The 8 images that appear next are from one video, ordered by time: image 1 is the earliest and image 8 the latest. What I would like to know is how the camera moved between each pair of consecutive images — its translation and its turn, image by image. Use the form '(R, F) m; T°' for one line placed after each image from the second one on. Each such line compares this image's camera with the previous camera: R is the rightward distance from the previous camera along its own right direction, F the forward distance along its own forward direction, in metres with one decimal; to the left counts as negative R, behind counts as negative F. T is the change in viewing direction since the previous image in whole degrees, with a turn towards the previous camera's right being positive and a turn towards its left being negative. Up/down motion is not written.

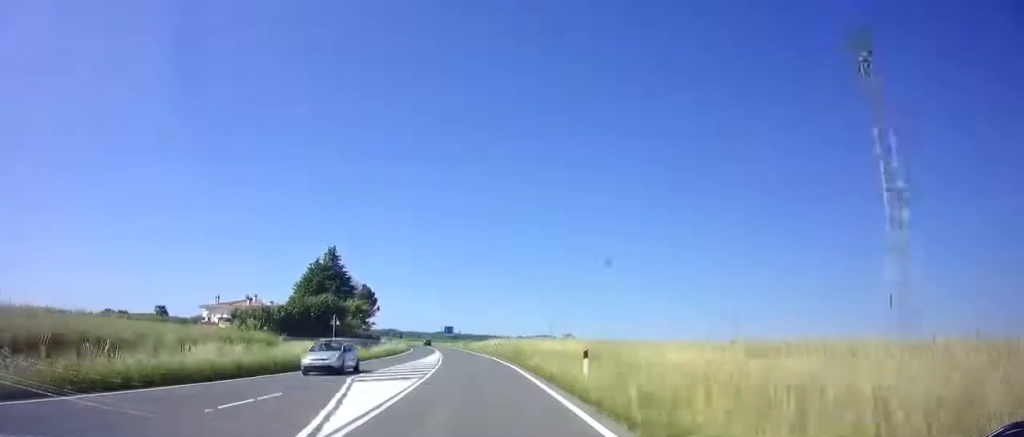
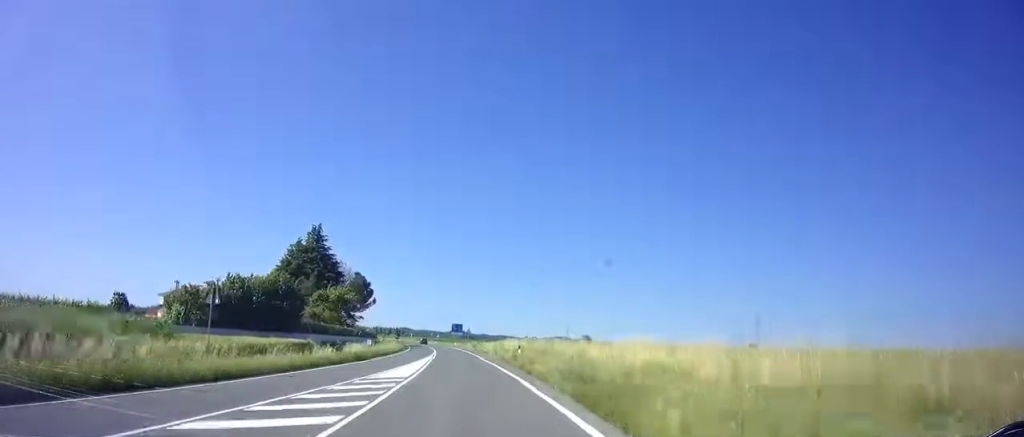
(-0.4, +17.4) m; -2°
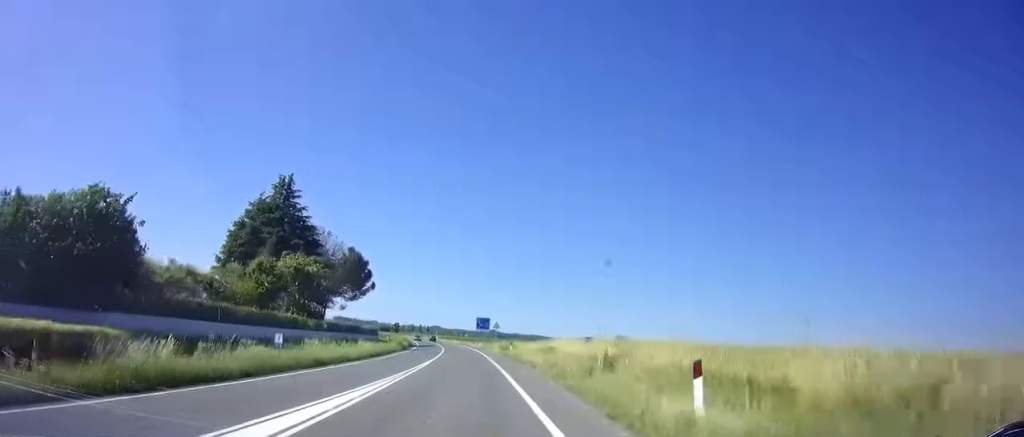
(-0.7, +25.6) m; -3°
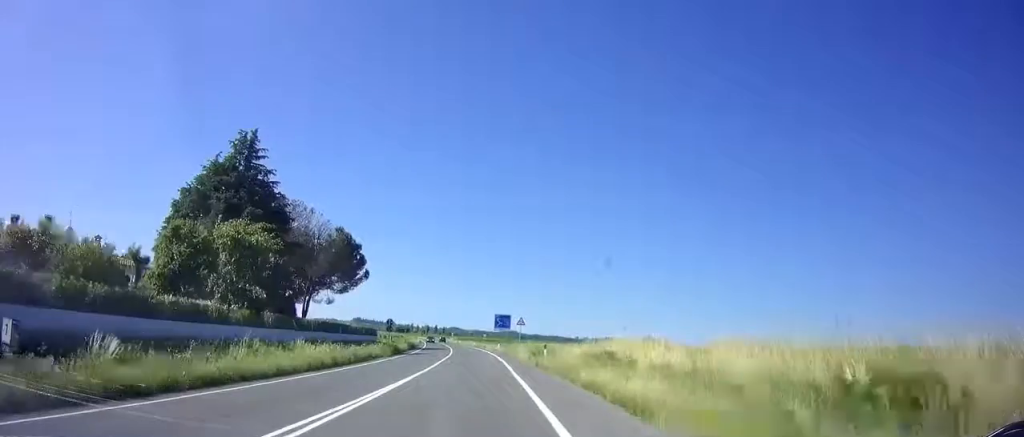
(-0.2, +14.6) m; -1°
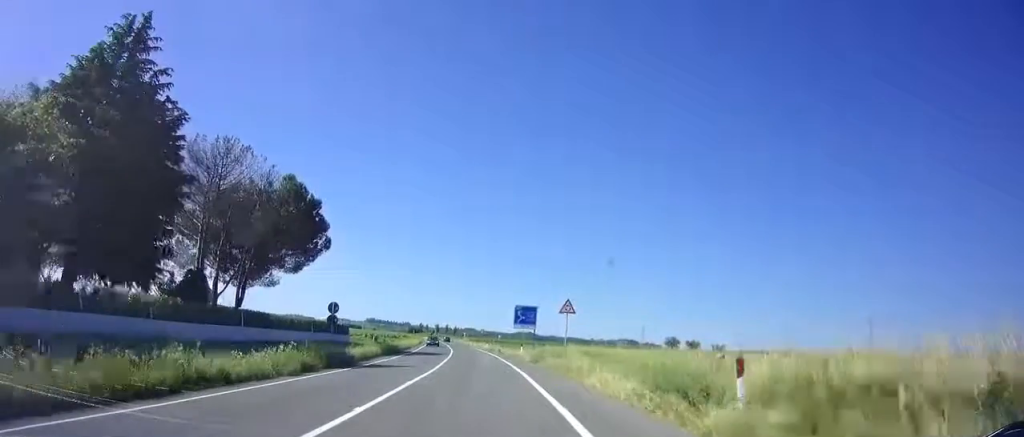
(-0.2, +20.2) m; -2°
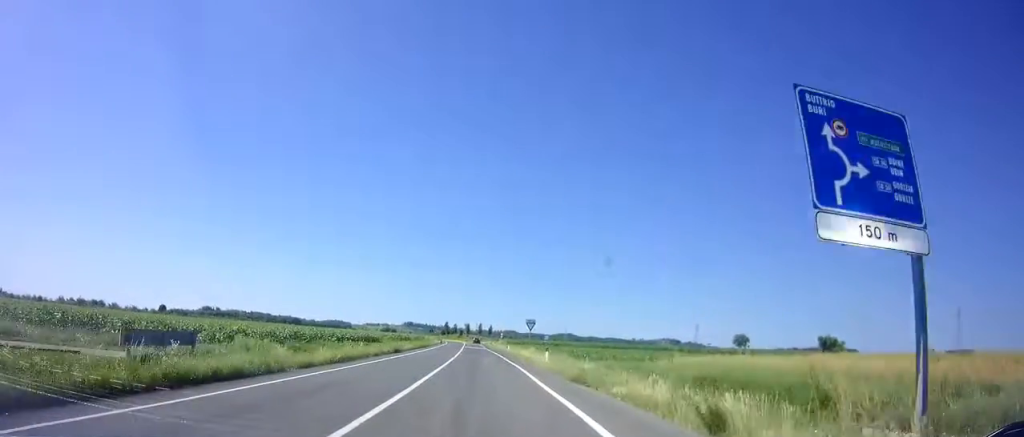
(-1.7, +46.5) m; -4°
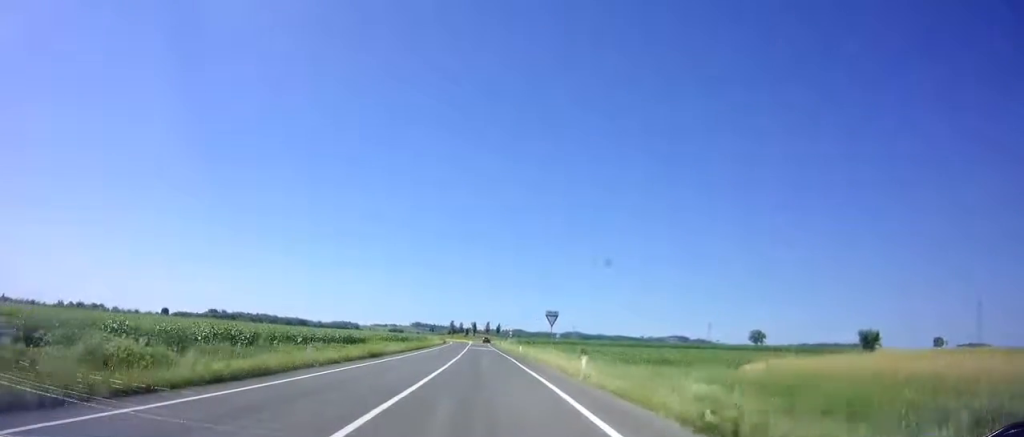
(-0.1, +10.2) m; -1°
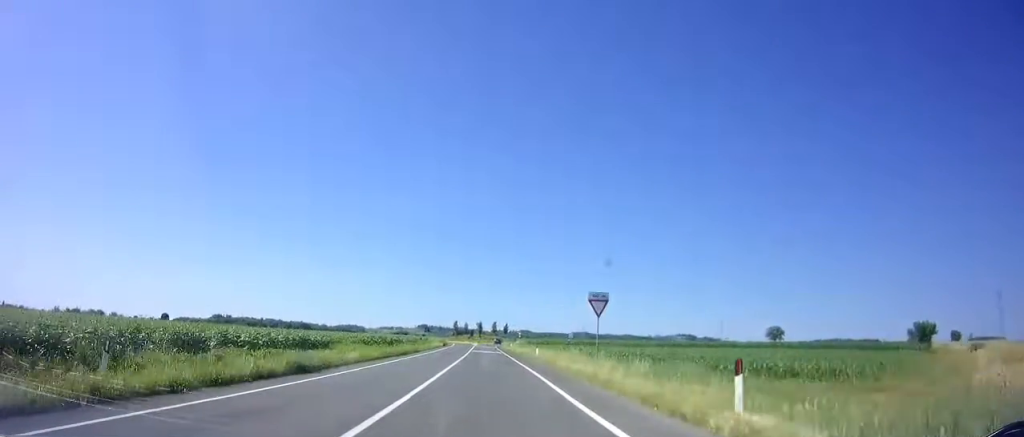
(-0.2, +13.4) m; -1°
